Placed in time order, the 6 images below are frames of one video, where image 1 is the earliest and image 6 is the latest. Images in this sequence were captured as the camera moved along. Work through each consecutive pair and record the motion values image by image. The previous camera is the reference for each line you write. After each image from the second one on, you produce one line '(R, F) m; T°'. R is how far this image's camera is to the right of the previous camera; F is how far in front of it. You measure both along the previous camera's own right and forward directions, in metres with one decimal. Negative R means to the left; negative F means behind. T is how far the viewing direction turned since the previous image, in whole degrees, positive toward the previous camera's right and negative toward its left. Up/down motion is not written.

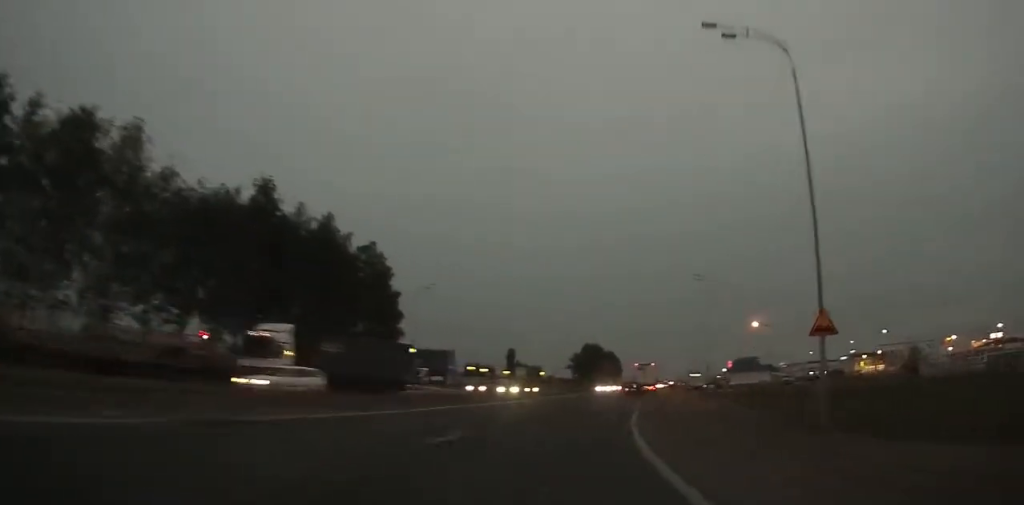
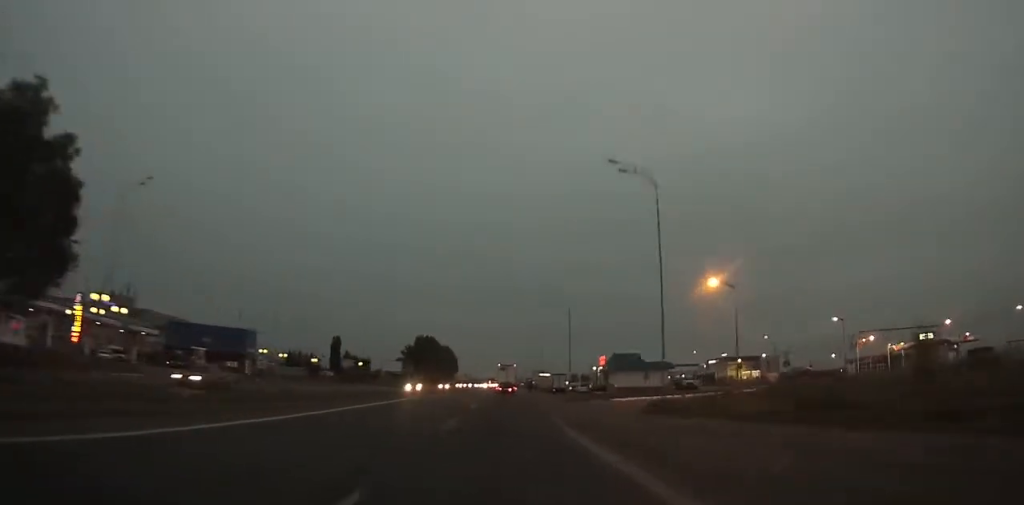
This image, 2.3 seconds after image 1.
(+4.3, +32.4) m; +14°
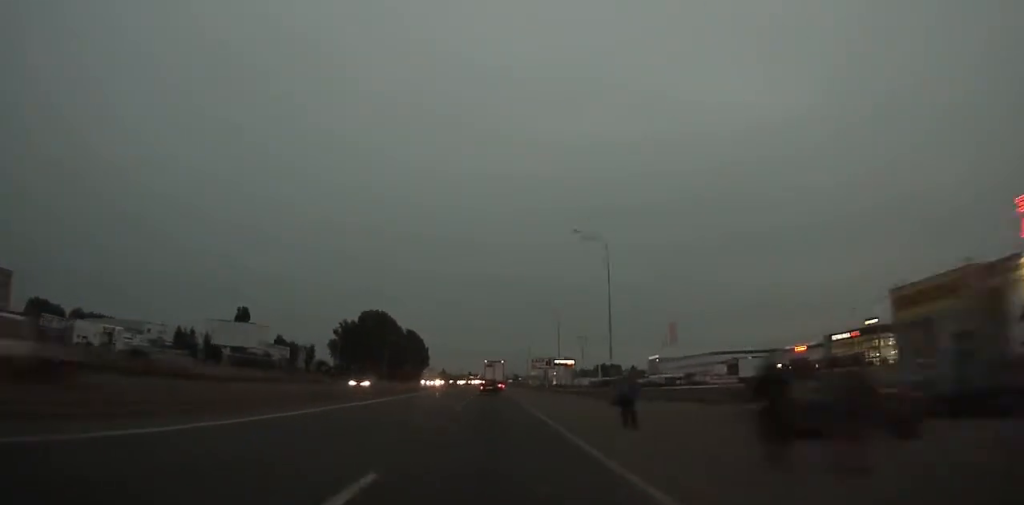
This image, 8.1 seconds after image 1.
(+12.3, +94.7) m; +9°
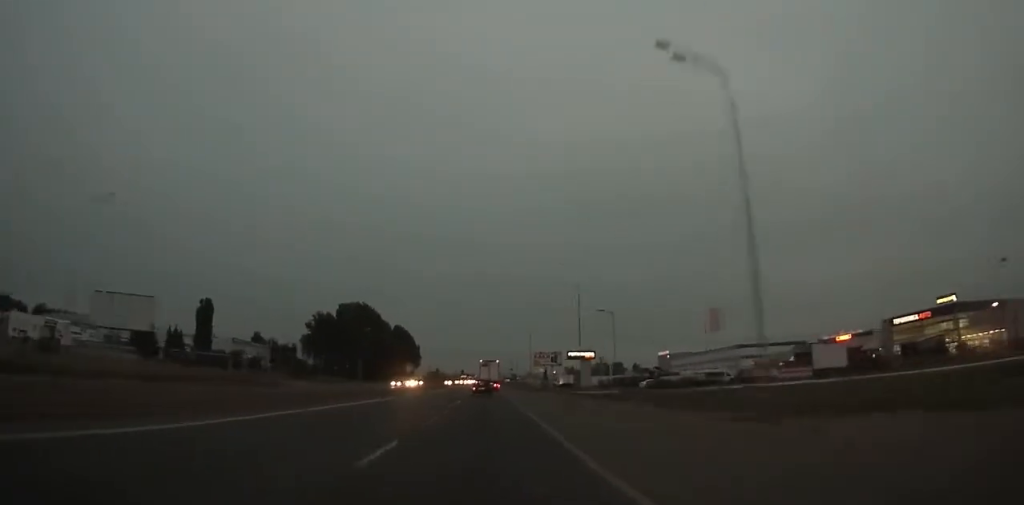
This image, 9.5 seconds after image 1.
(-0.2, +25.3) m; +3°
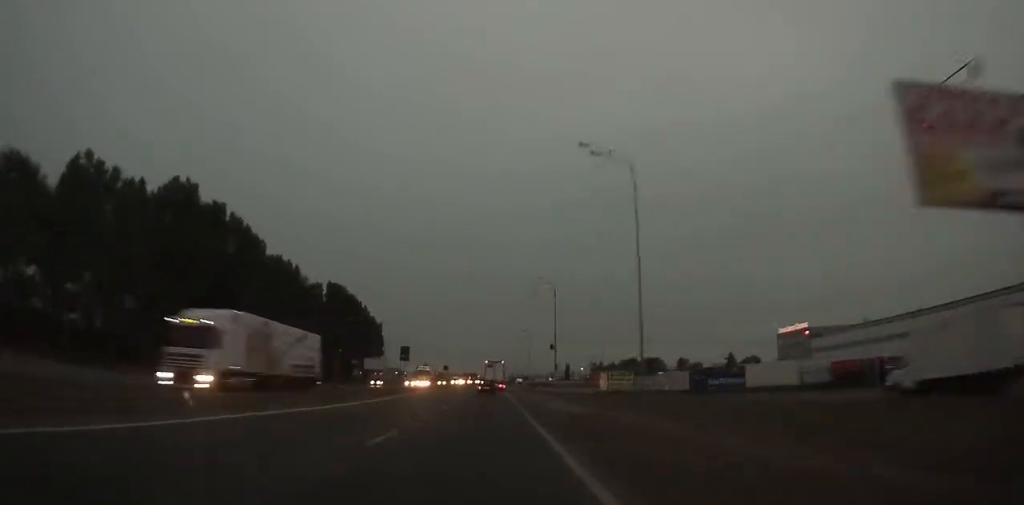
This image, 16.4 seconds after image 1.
(-9.4, +117.5) m; -13°
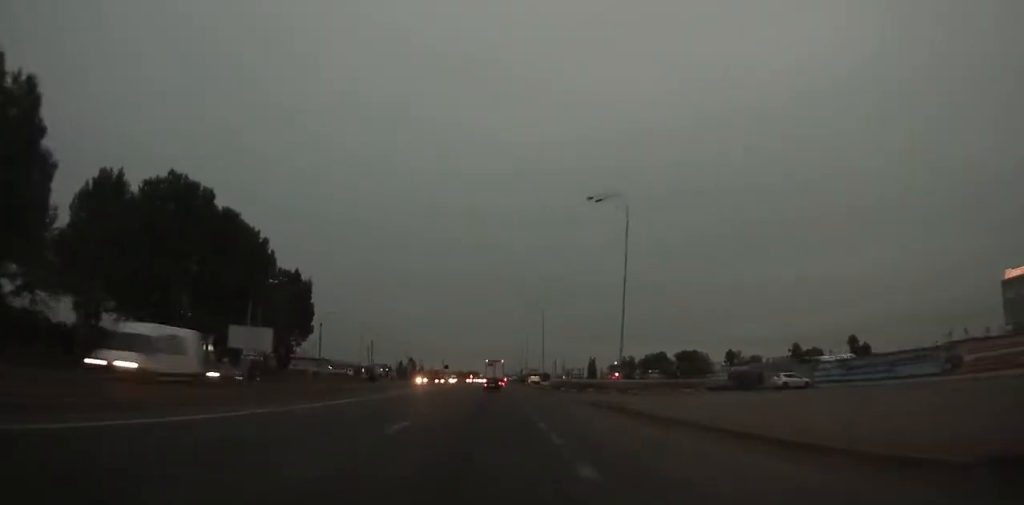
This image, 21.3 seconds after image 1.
(+8.9, +82.9) m; +7°
